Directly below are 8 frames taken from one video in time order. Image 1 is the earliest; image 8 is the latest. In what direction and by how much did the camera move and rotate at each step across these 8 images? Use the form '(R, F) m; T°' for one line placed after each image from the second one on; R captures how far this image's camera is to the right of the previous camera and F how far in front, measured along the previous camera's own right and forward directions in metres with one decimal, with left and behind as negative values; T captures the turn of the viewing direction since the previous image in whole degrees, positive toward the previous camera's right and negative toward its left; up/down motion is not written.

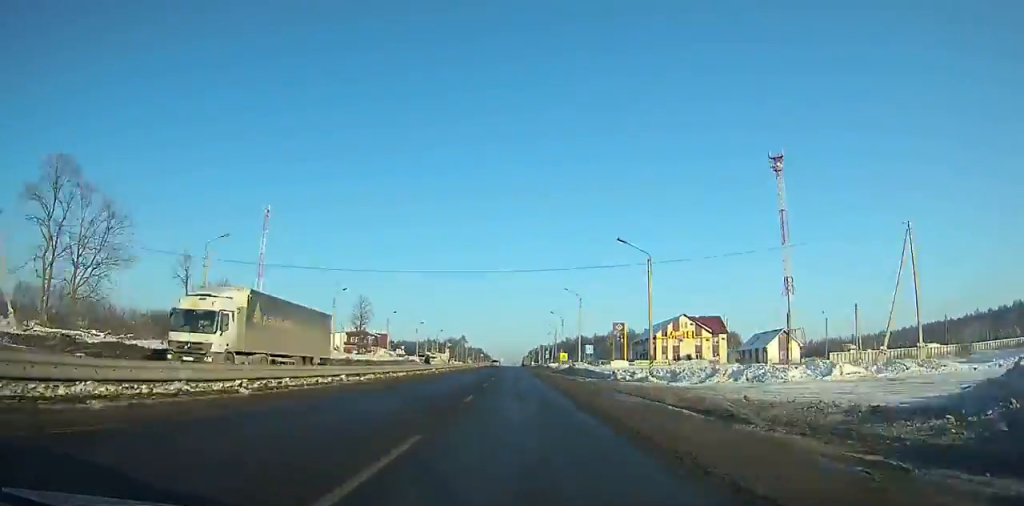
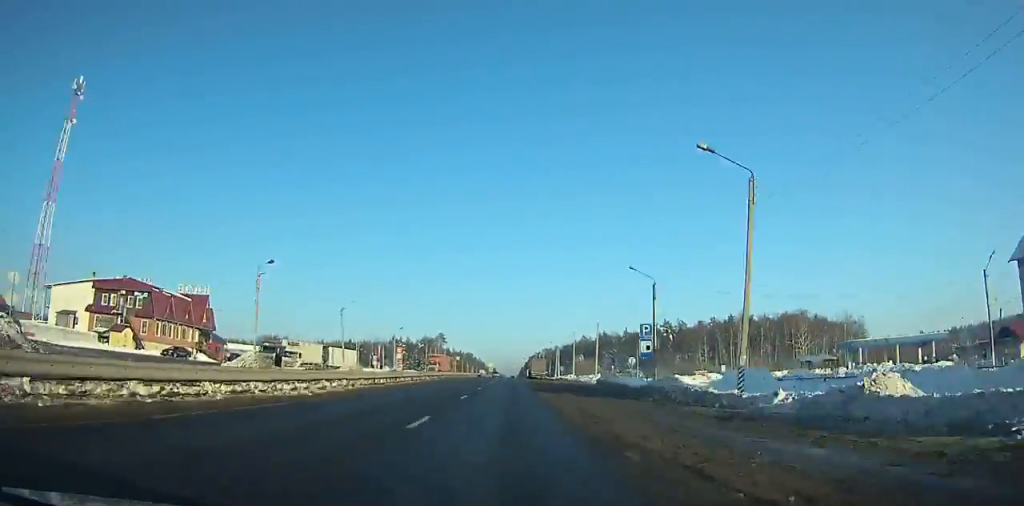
(0.0, +125.9) m; 0°
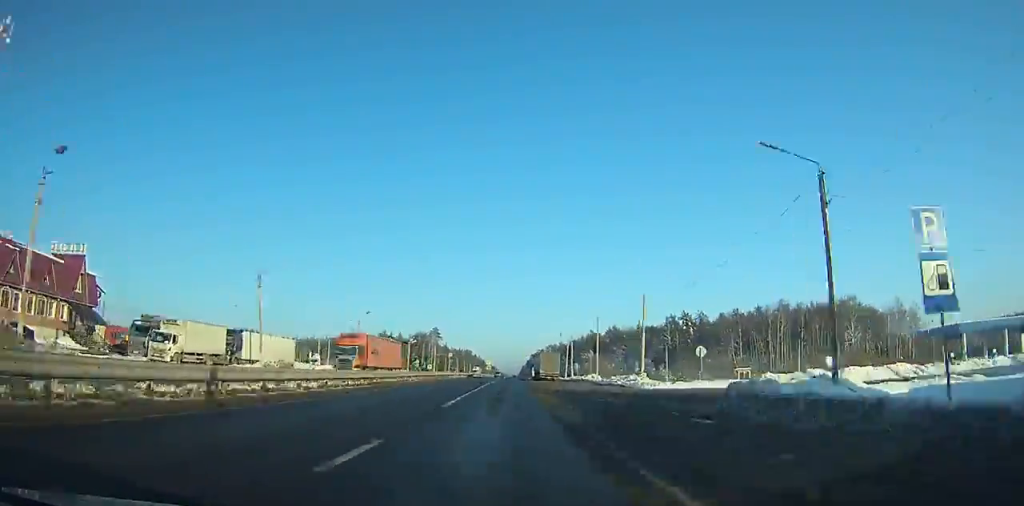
(+0.1, +29.5) m; 0°
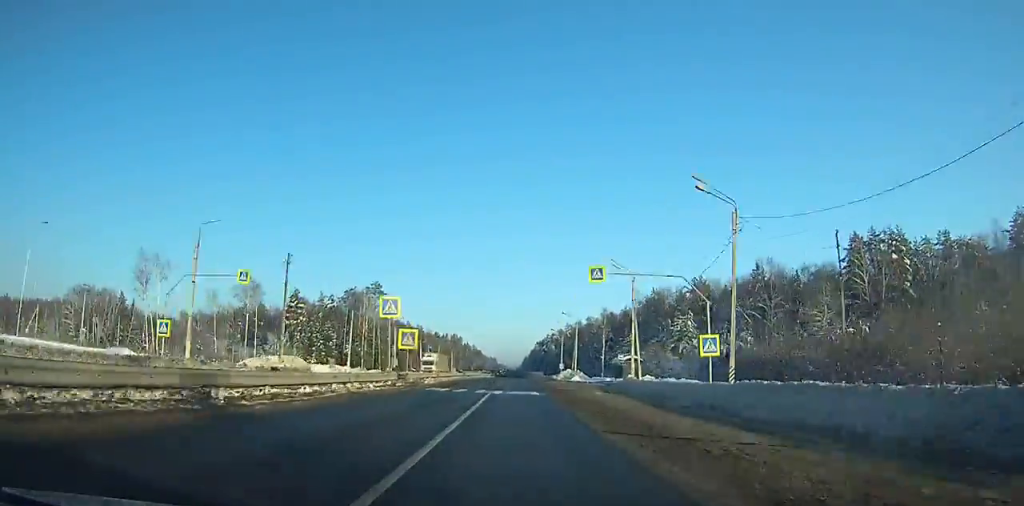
(+0.1, +138.2) m; 0°
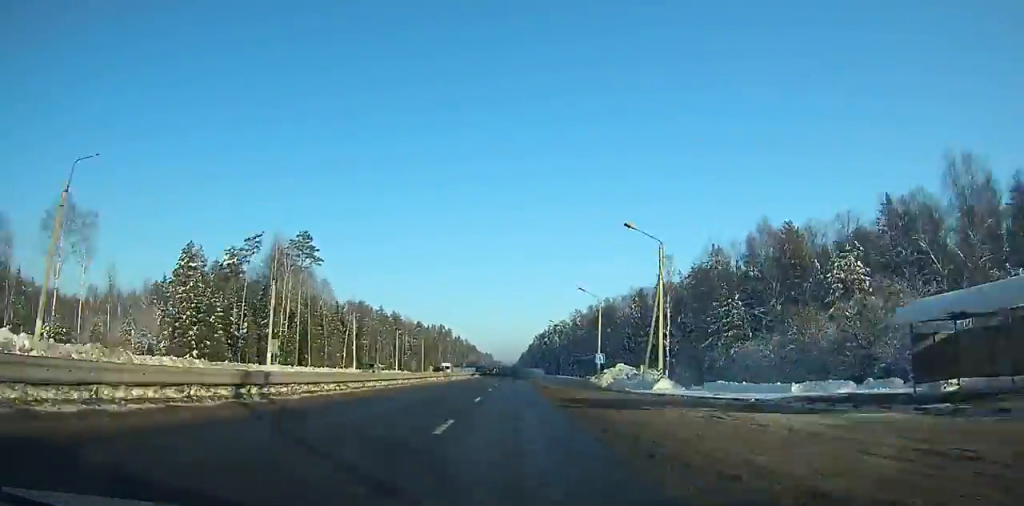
(+0.3, +57.1) m; 0°
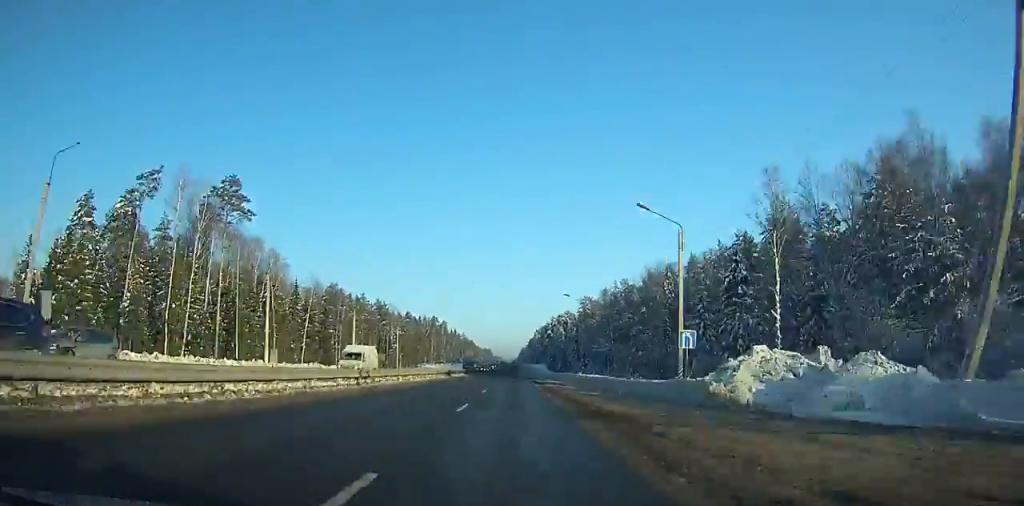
(+0.1, +32.4) m; 0°
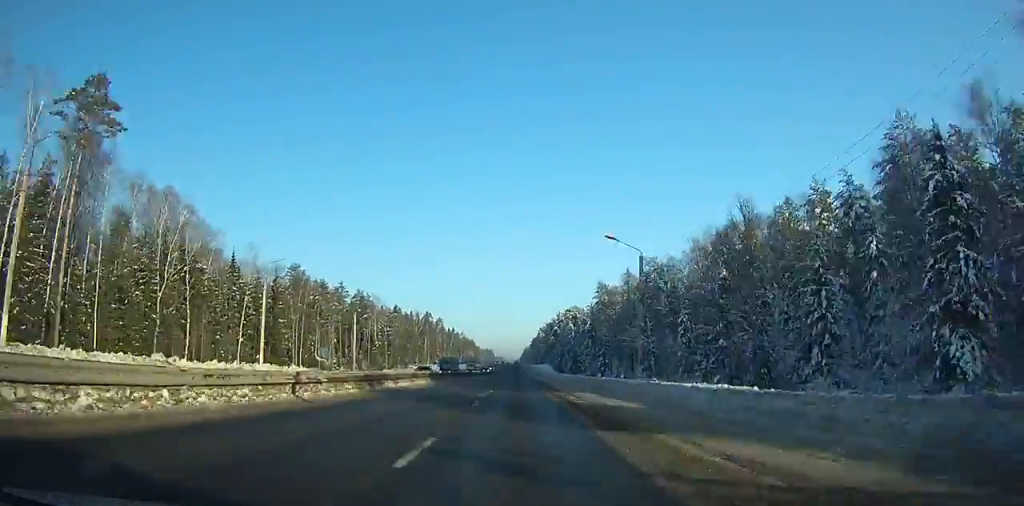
(0.0, +32.7) m; 0°
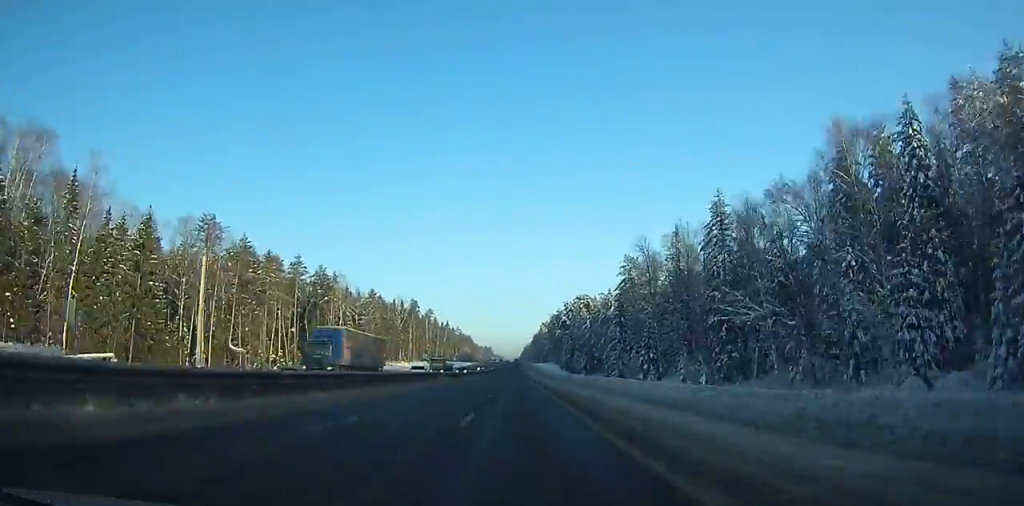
(0.0, +42.9) m; 0°
